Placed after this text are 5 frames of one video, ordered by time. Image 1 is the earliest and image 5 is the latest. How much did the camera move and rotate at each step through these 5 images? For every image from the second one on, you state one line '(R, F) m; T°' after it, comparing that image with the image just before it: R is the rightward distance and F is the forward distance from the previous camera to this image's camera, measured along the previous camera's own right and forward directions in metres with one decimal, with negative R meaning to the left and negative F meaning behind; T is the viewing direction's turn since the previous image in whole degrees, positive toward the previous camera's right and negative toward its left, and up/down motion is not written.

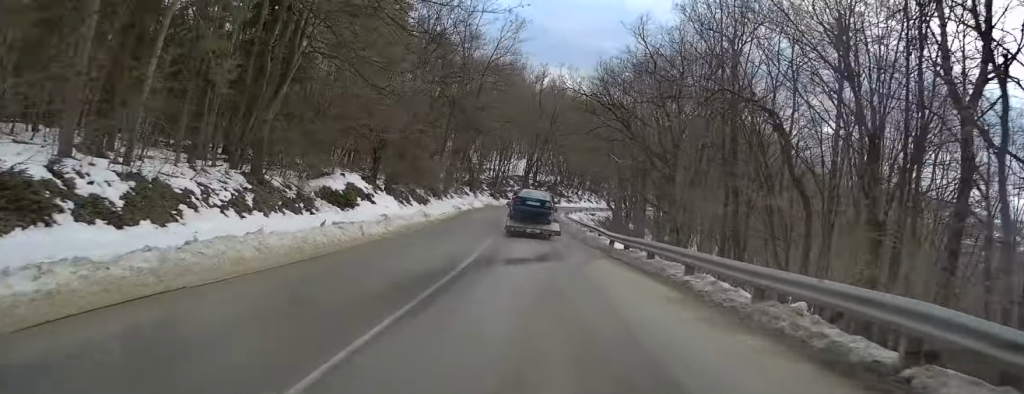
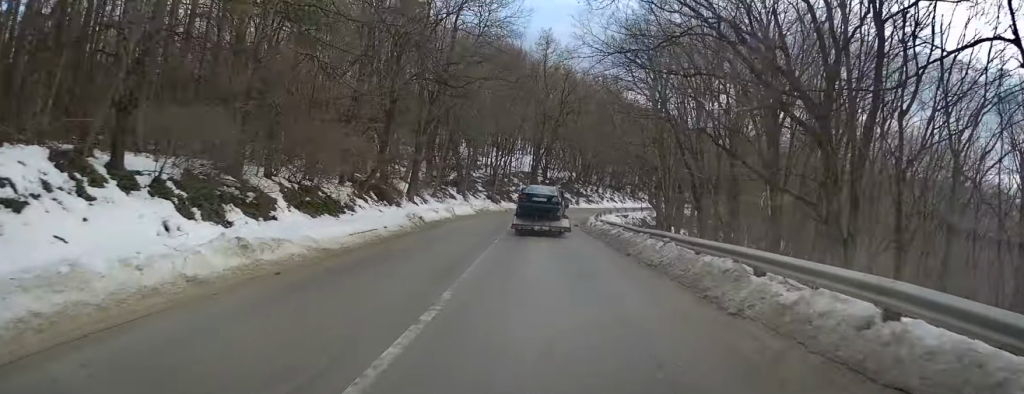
(-0.5, +22.5) m; -1°
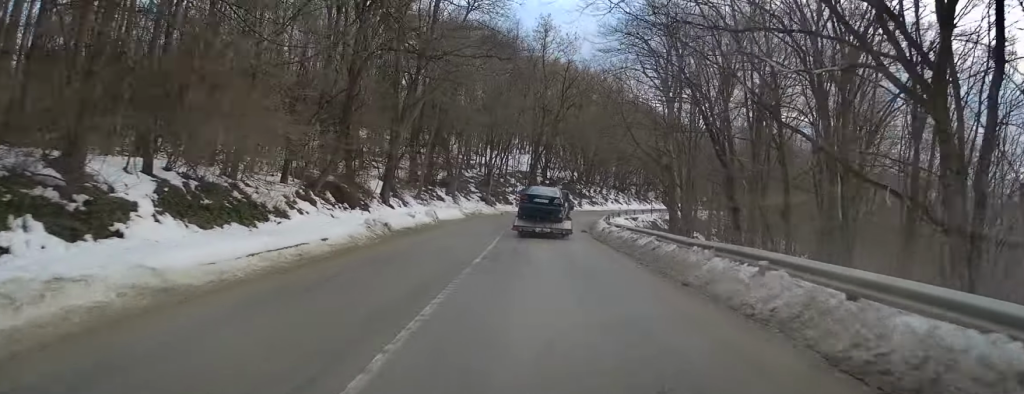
(0.0, +6.8) m; 0°
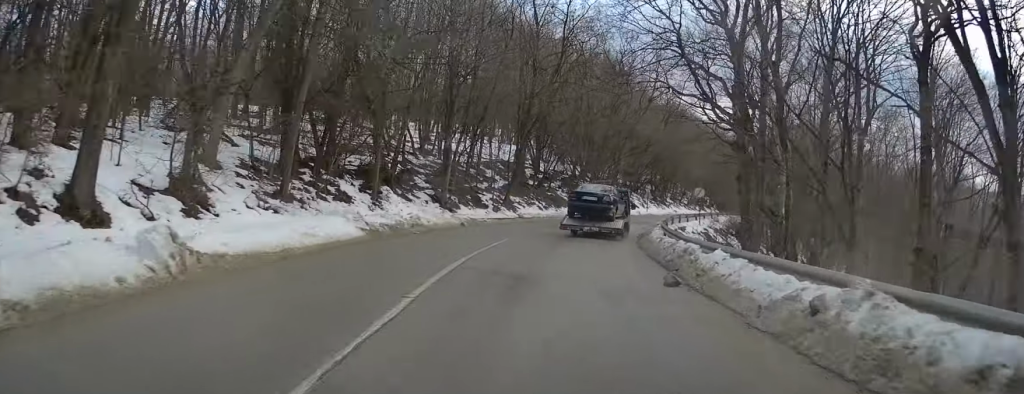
(+0.7, +23.6) m; +4°
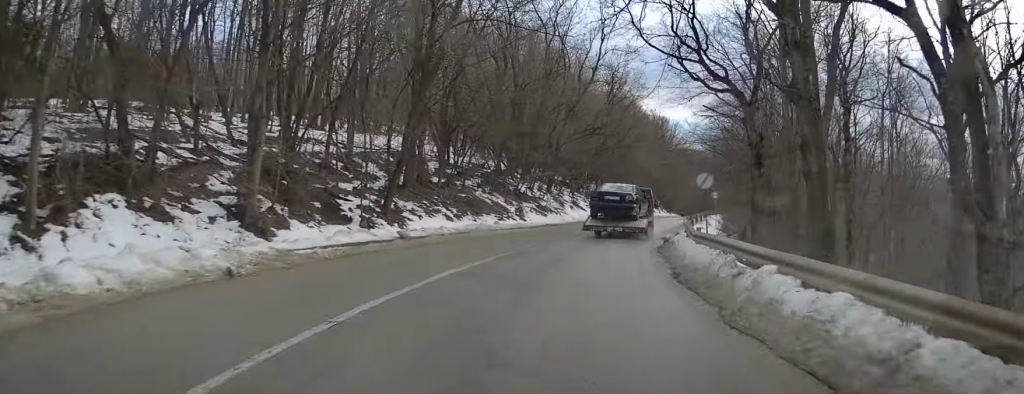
(+0.7, +17.5) m; +4°
